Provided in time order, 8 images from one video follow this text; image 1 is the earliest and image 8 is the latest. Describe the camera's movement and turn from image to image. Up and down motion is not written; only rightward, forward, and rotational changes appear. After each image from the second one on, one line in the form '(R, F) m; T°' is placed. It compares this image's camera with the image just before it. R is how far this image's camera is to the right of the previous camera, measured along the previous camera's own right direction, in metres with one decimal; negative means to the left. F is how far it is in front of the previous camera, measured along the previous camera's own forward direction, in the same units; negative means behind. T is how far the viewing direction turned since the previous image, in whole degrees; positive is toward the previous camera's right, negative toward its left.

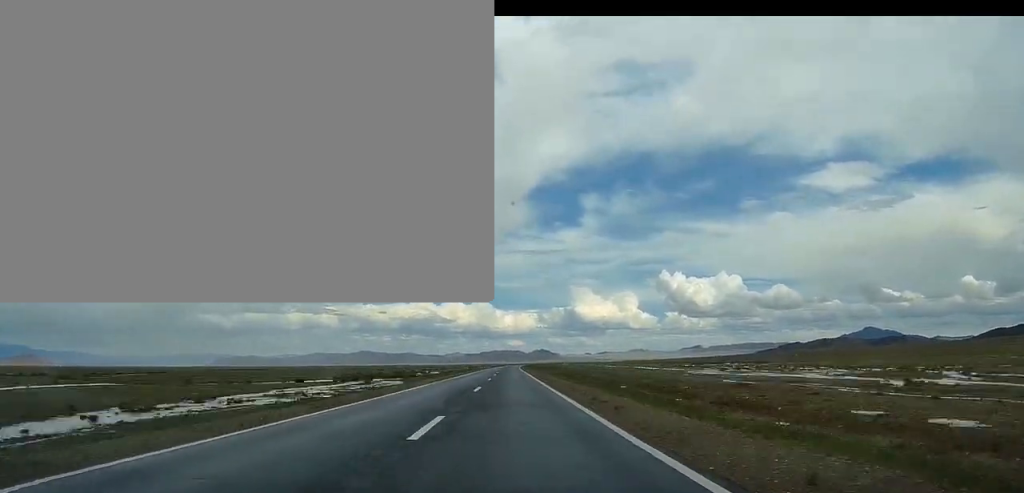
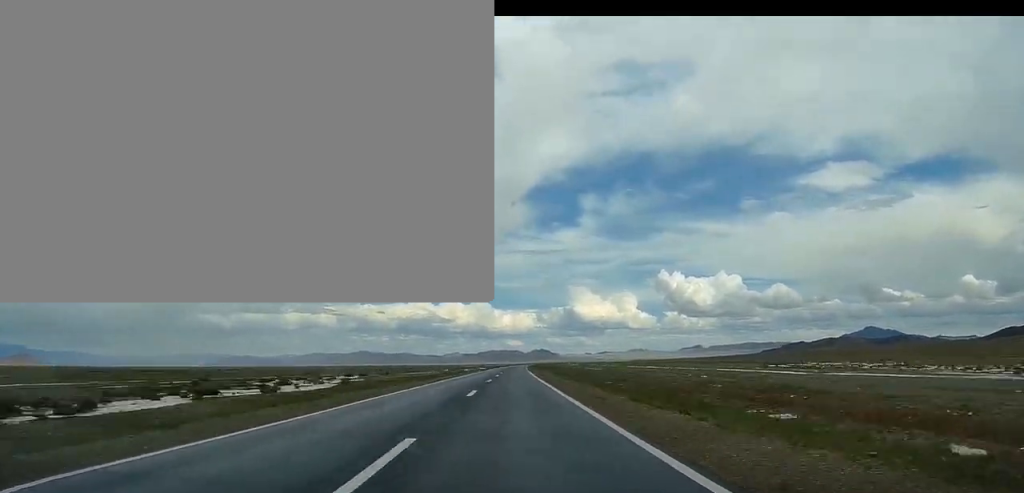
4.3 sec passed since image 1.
(+0.2, +102.7) m; +1°
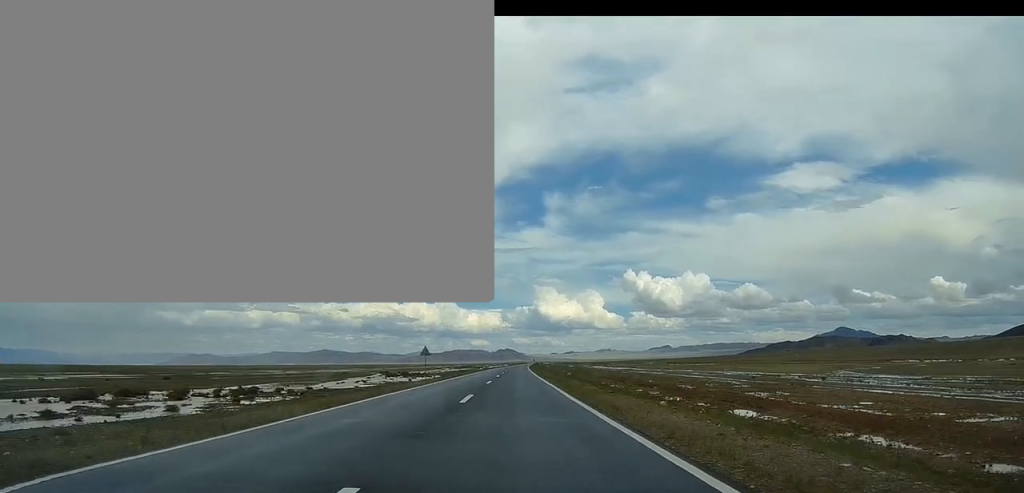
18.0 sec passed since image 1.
(+7.2, +326.5) m; +3°
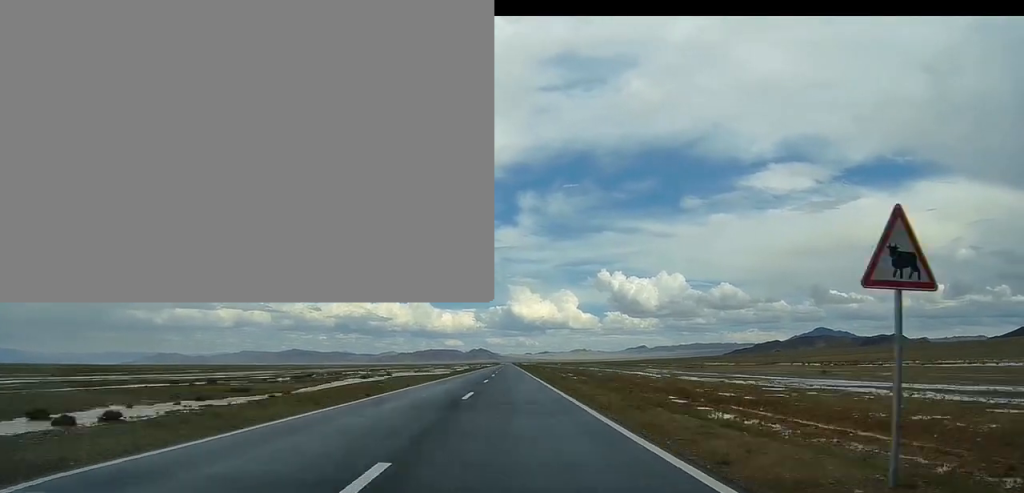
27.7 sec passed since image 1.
(+3.8, +233.1) m; +1°
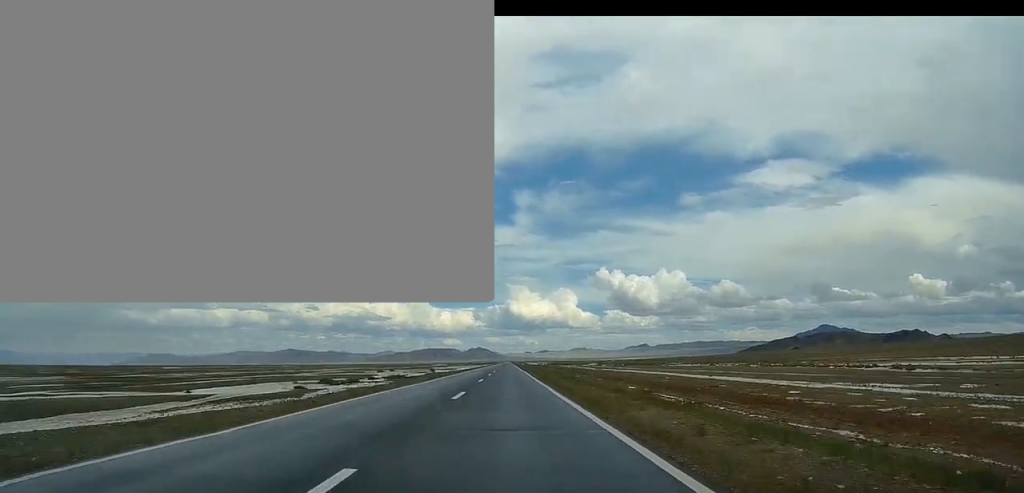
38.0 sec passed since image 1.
(+0.9, +247.6) m; 0°
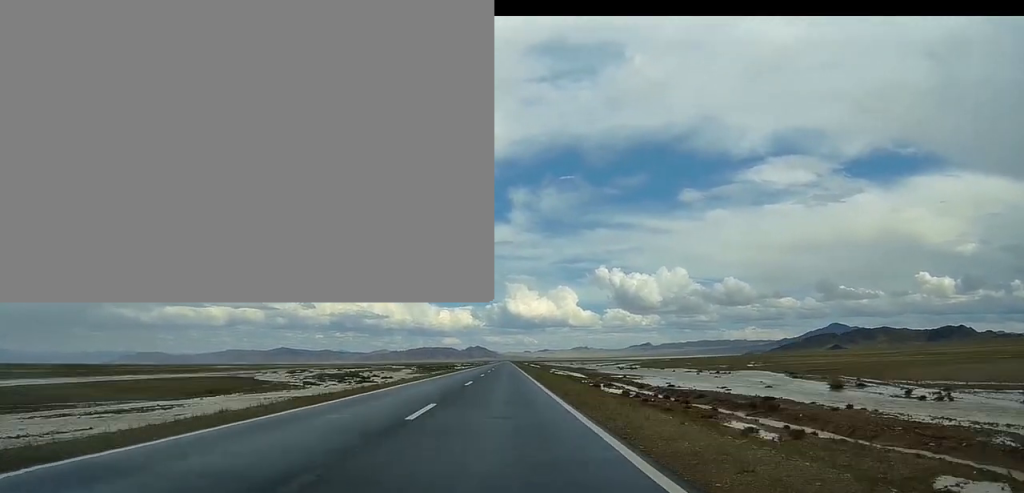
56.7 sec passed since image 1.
(-0.9, +440.0) m; 0°
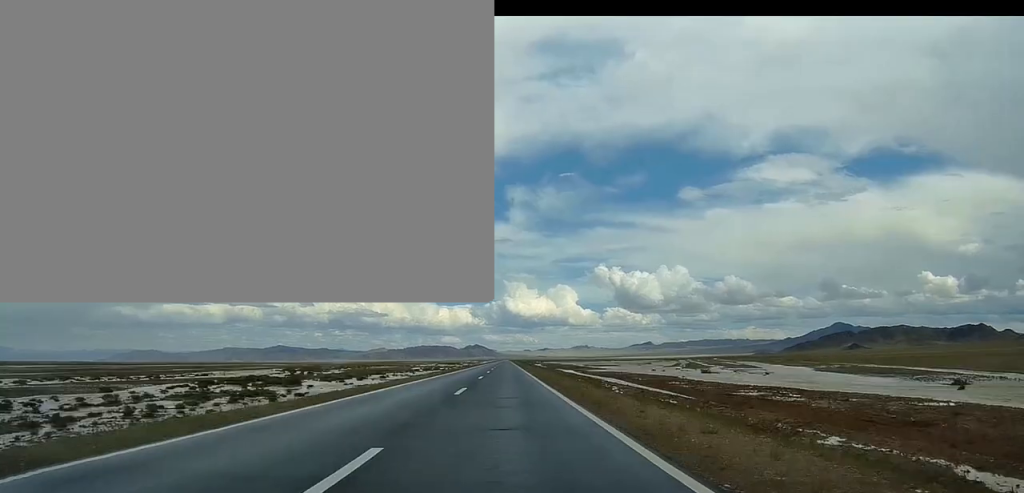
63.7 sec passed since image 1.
(+0.3, +159.6) m; 0°
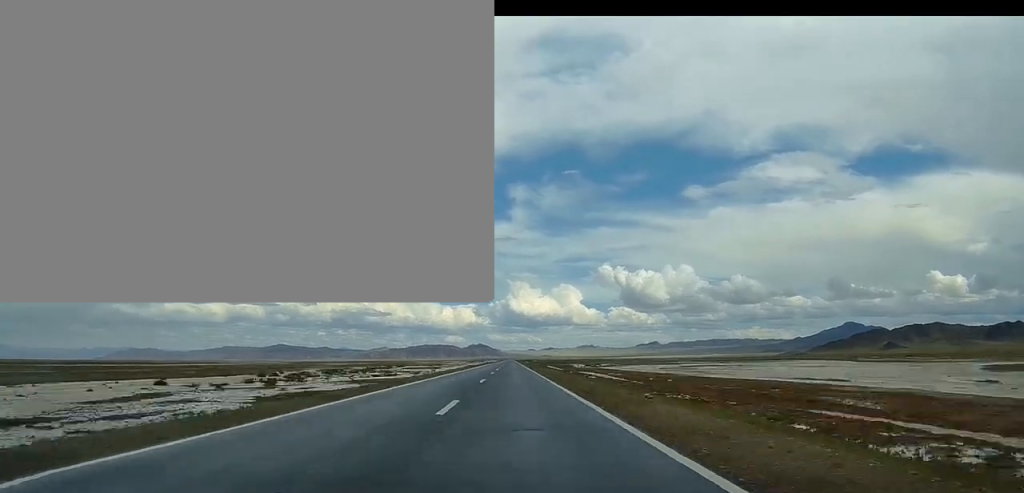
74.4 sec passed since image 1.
(+0.4, +238.2) m; 0°
